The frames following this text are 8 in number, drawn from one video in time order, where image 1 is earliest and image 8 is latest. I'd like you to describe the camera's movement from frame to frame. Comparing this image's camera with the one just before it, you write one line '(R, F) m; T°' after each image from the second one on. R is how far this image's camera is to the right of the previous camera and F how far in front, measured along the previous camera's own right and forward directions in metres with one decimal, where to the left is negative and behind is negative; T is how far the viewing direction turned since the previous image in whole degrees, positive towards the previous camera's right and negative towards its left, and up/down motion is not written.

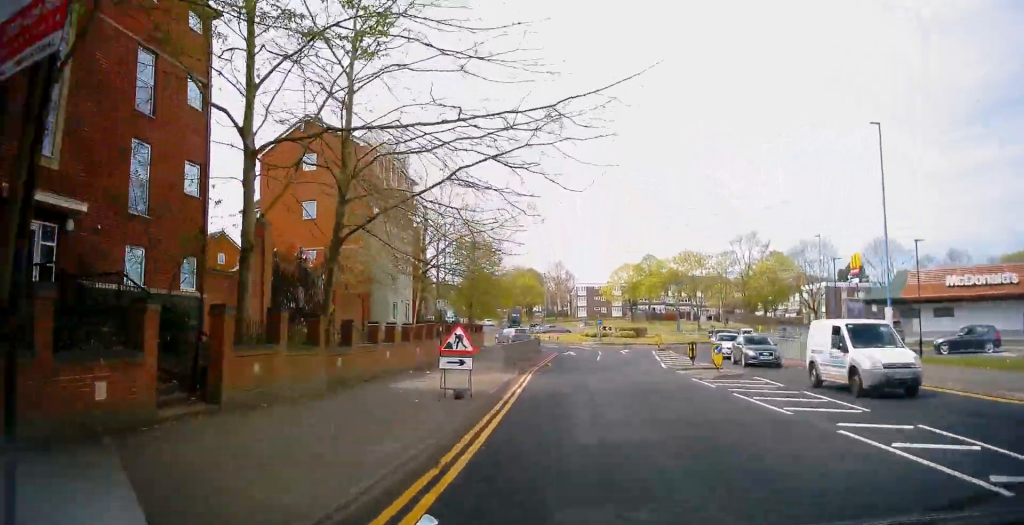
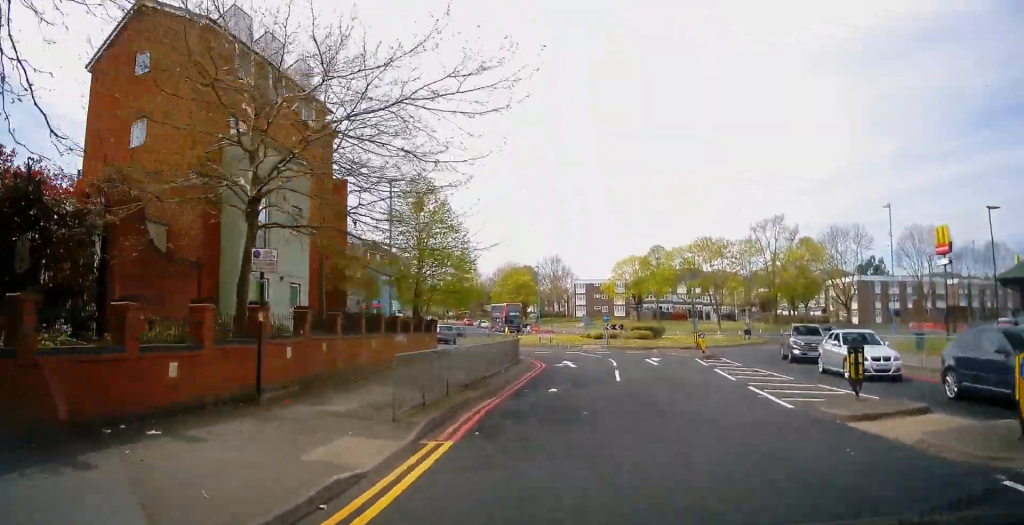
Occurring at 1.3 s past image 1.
(+0.6, +14.5) m; +2°
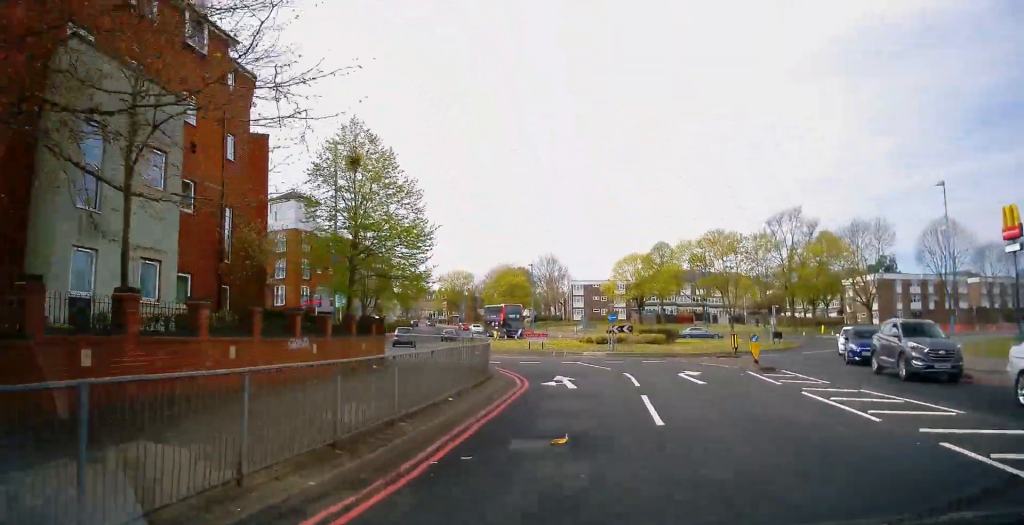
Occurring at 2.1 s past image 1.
(-0.2, +7.9) m; 0°
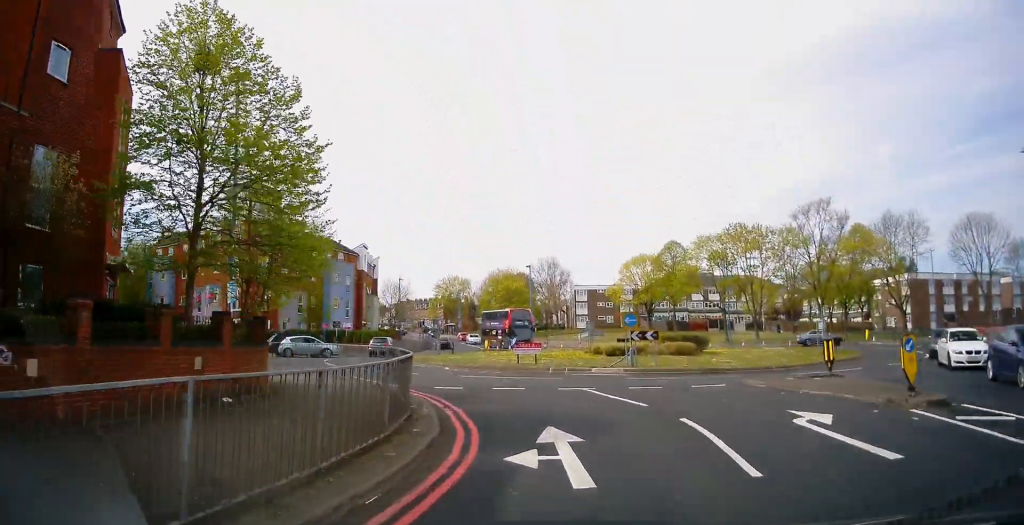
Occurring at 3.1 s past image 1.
(+0.1, +9.2) m; 0°
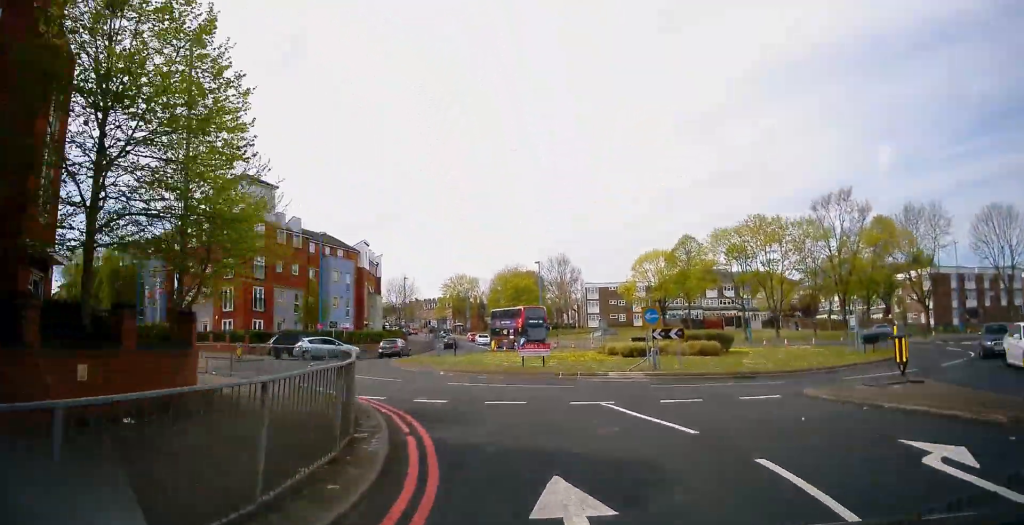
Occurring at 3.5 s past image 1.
(+0.3, +3.7) m; -1°
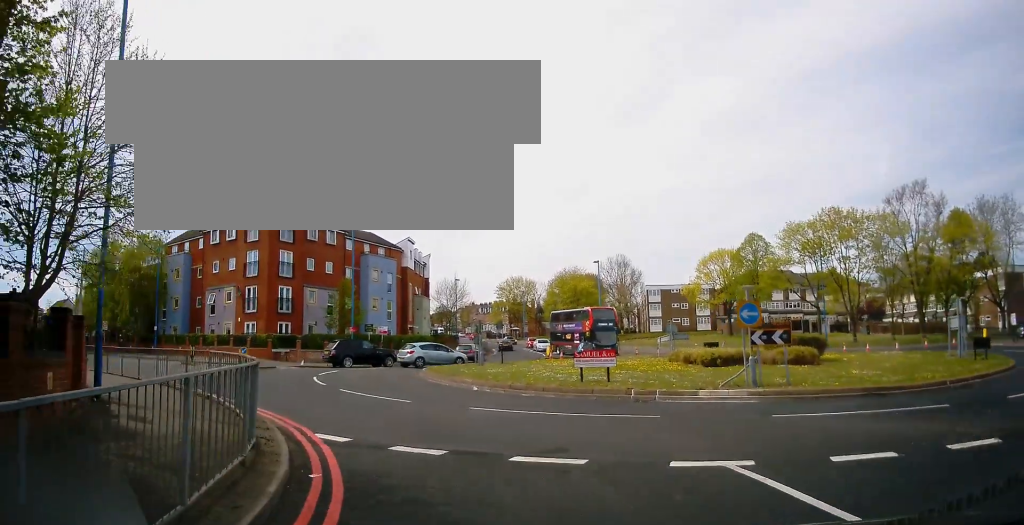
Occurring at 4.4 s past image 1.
(-0.6, +6.2) m; -6°
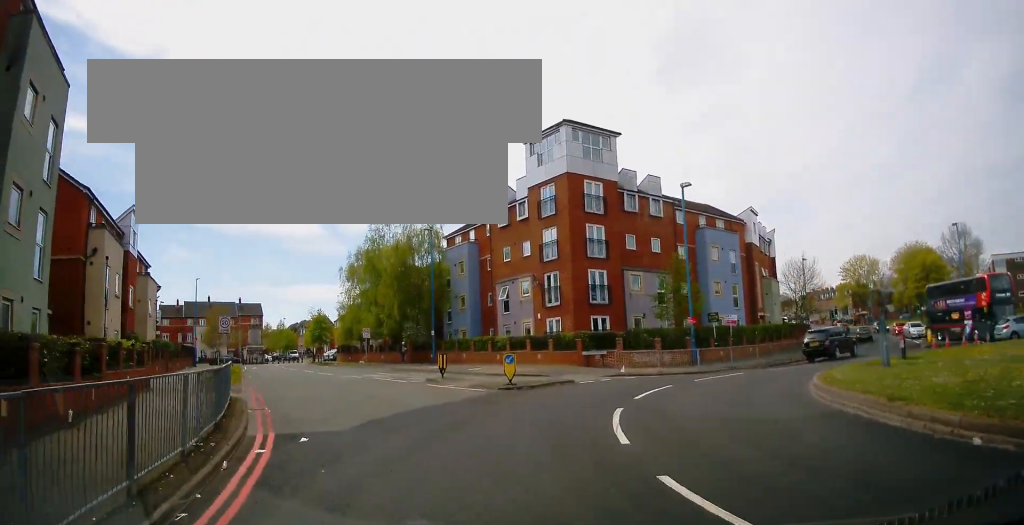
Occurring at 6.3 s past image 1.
(-2.5, +12.0) m; -25°
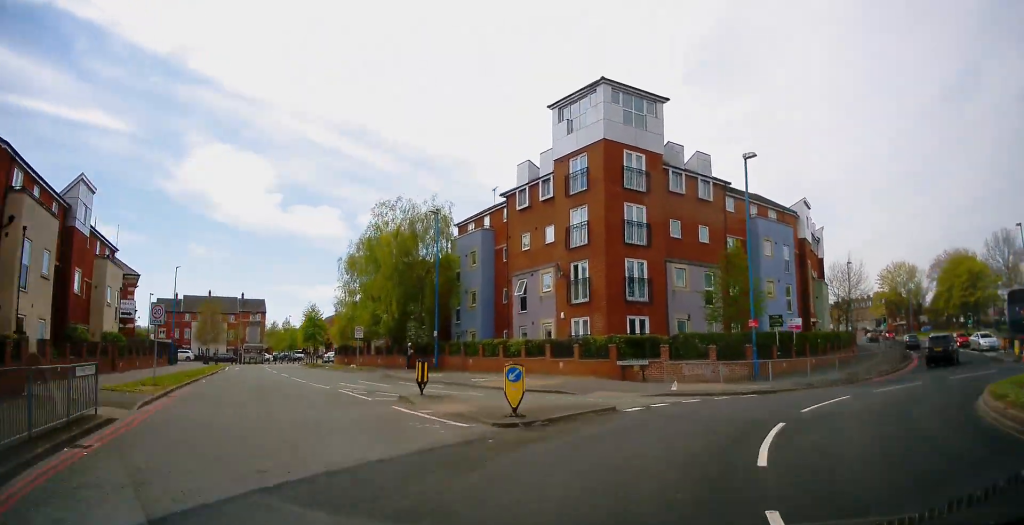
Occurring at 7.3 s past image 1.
(-0.5, +6.7) m; -2°
